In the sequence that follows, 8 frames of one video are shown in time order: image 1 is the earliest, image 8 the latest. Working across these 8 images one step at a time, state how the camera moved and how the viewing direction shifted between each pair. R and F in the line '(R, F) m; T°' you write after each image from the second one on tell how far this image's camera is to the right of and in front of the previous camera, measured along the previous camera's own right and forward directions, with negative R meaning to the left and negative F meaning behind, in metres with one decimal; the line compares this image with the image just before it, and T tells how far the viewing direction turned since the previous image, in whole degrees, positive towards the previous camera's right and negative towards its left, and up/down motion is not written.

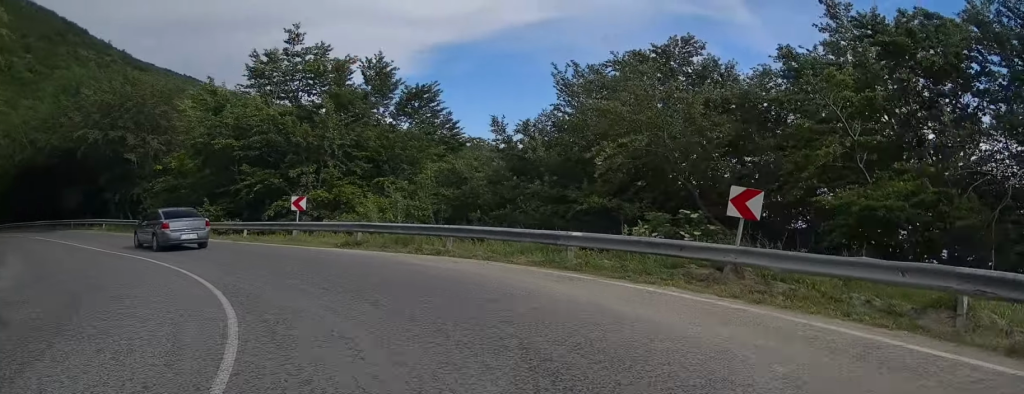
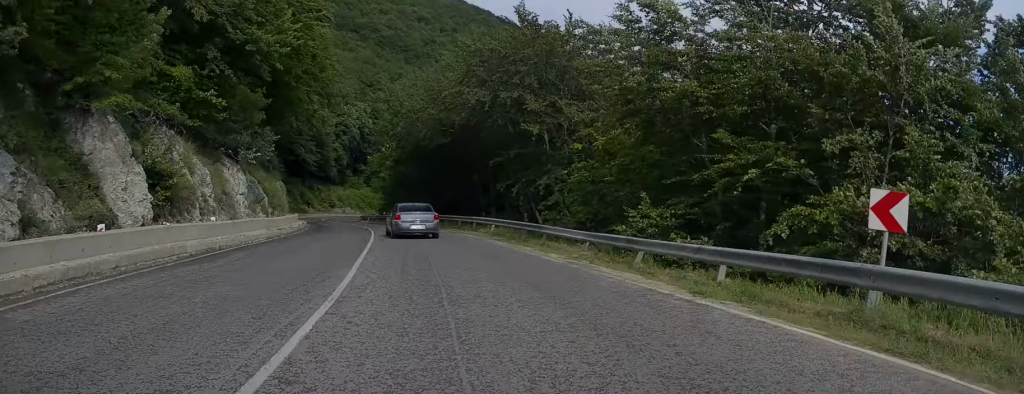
(-5.3, +13.2) m; -36°
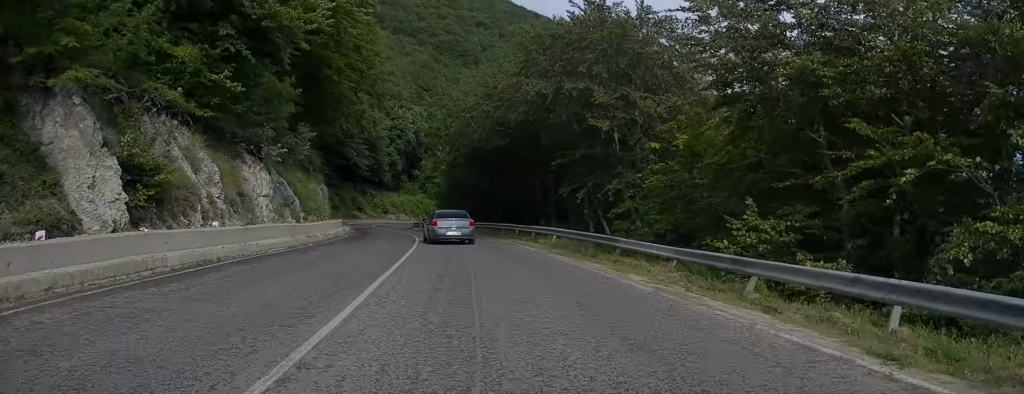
(-0.3, +3.8) m; -3°
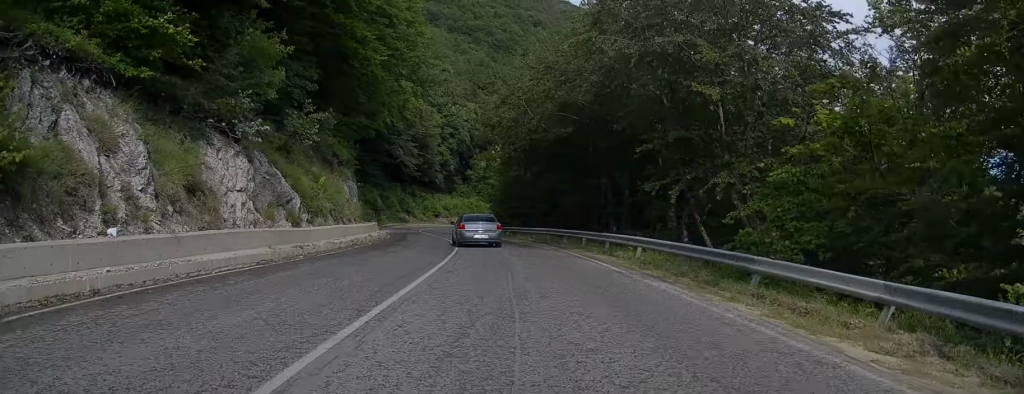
(-0.3, +7.0) m; -4°
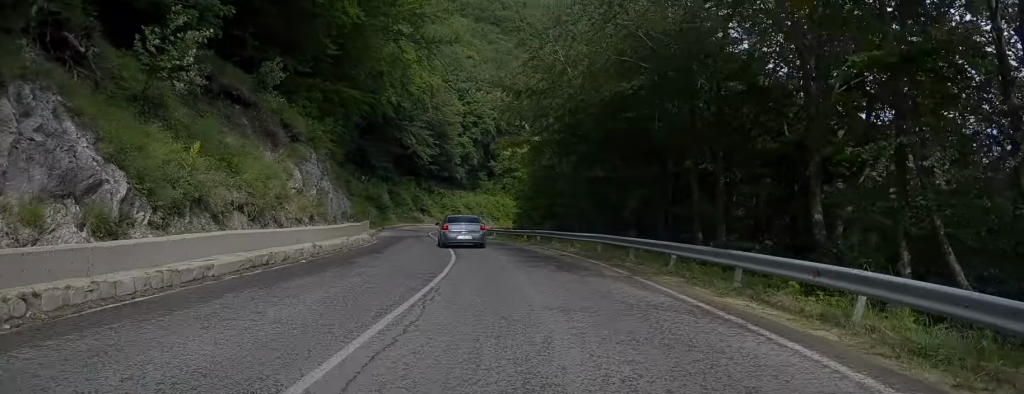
(-0.5, +11.3) m; -4°
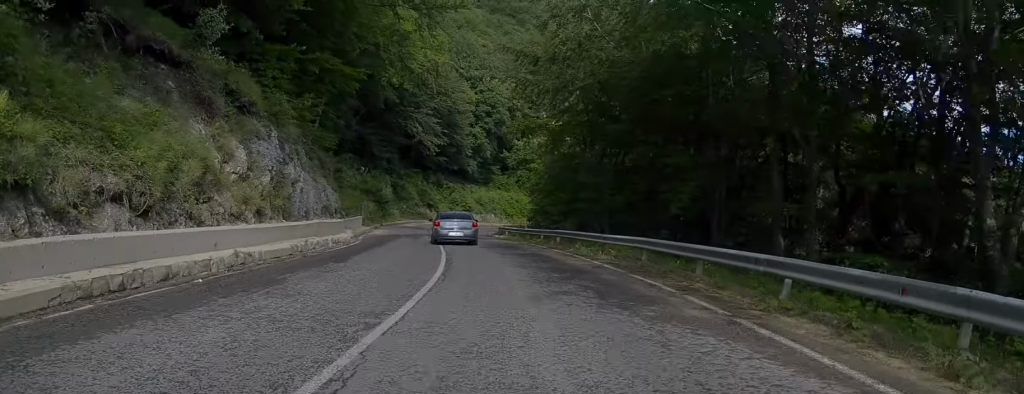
(-0.4, +5.8) m; -1°
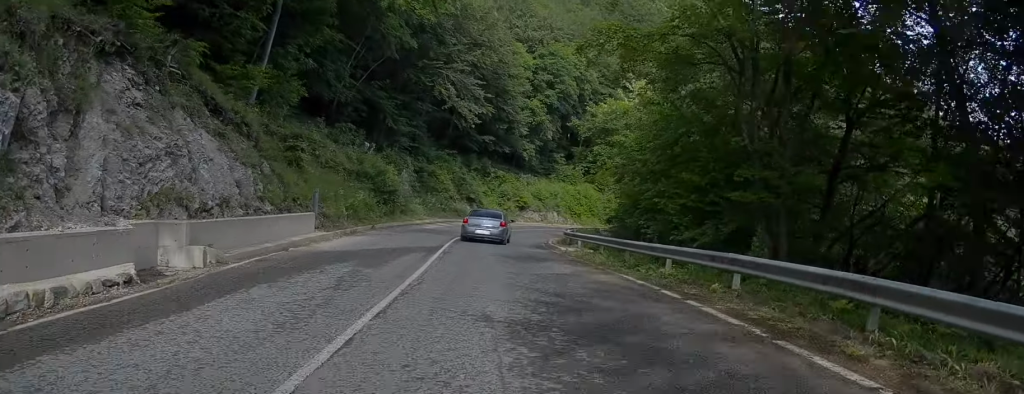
(+0.2, +17.6) m; -1°
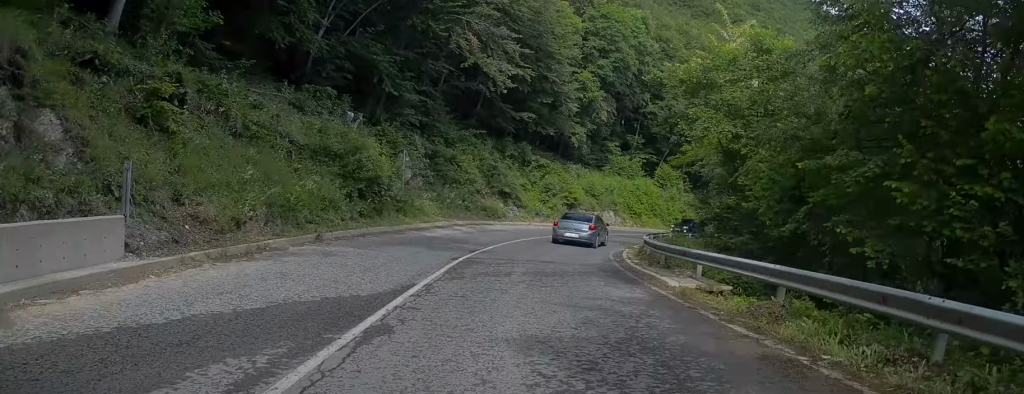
(-0.2, +12.2) m; -1°
